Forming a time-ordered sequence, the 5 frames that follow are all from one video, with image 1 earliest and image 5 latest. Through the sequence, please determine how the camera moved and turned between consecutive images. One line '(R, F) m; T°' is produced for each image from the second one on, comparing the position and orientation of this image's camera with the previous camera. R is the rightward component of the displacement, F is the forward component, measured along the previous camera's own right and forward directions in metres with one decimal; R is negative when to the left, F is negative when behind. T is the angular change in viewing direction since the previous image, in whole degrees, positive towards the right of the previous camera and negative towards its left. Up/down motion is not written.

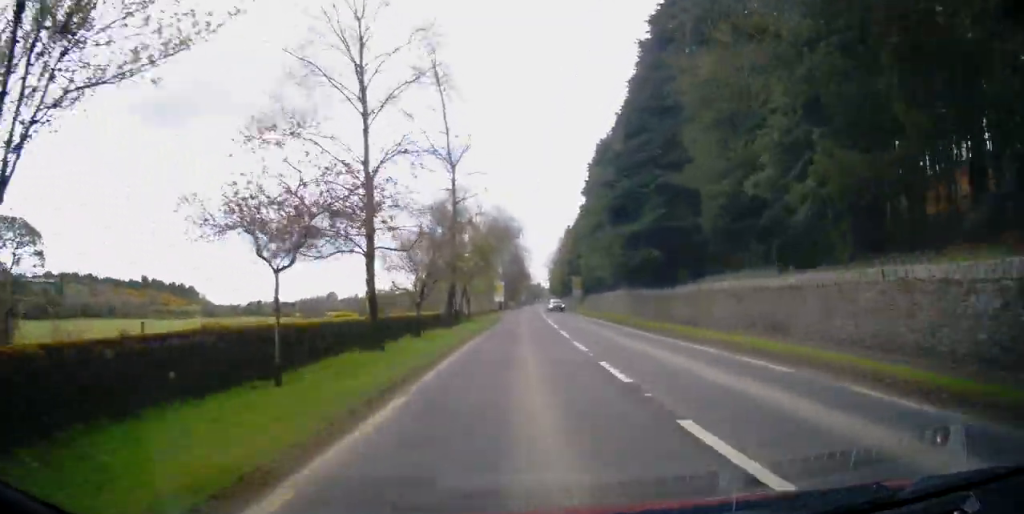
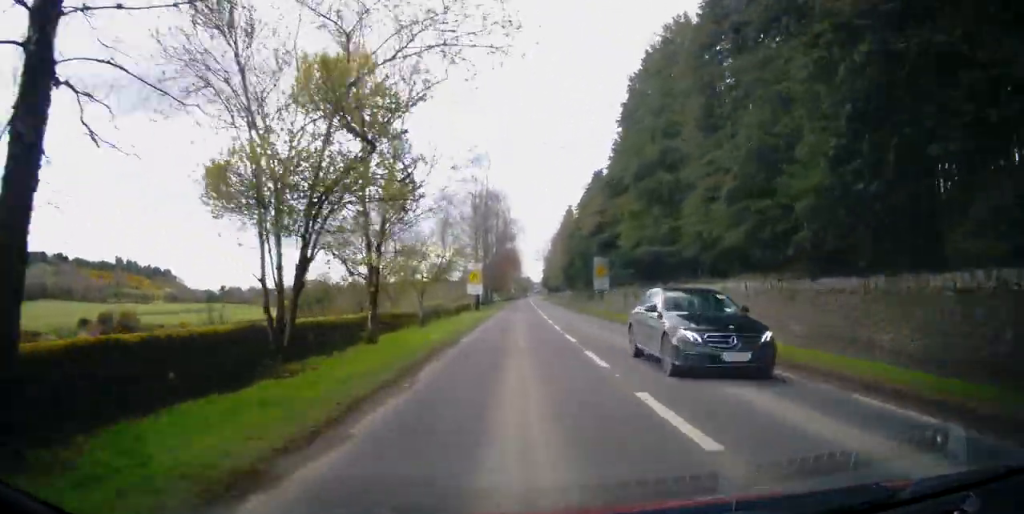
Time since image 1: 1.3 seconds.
(+0.4, +28.1) m; +1°
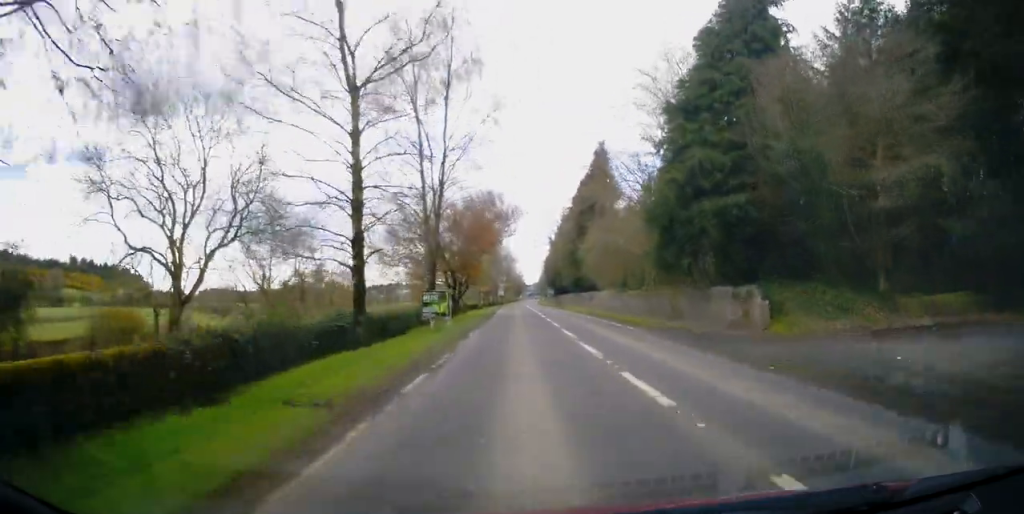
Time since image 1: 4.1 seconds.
(0.0, +57.5) m; +1°
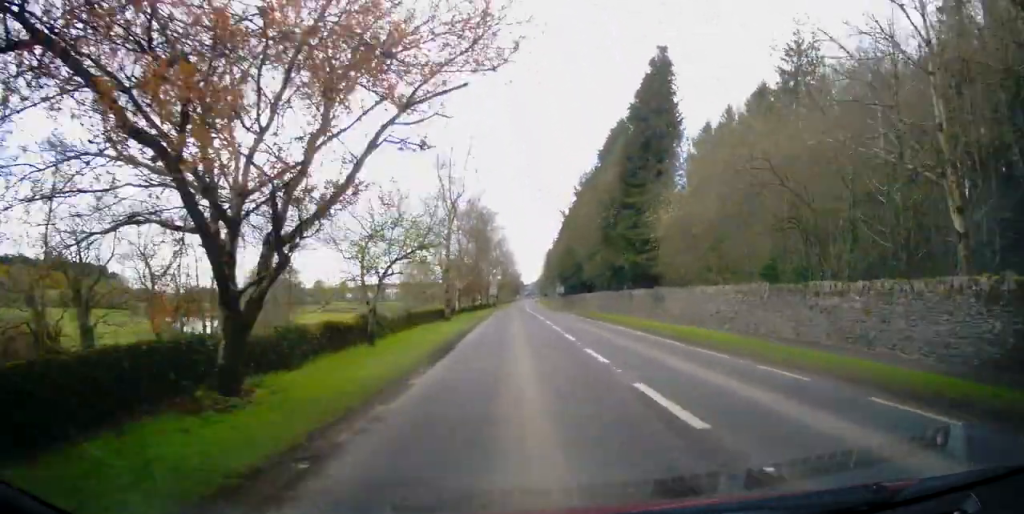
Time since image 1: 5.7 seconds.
(+0.2, +30.7) m; 0°
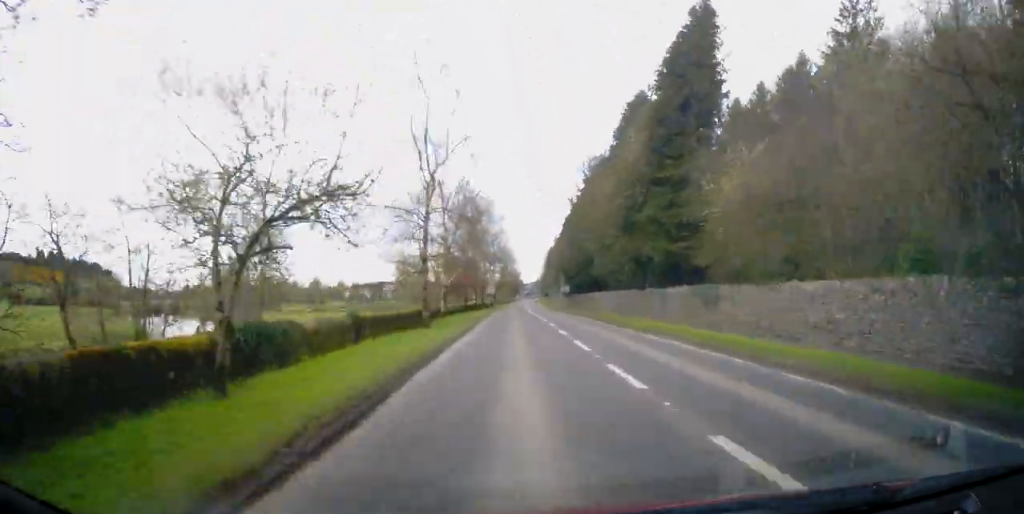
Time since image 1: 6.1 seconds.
(0.0, +9.4) m; 0°
